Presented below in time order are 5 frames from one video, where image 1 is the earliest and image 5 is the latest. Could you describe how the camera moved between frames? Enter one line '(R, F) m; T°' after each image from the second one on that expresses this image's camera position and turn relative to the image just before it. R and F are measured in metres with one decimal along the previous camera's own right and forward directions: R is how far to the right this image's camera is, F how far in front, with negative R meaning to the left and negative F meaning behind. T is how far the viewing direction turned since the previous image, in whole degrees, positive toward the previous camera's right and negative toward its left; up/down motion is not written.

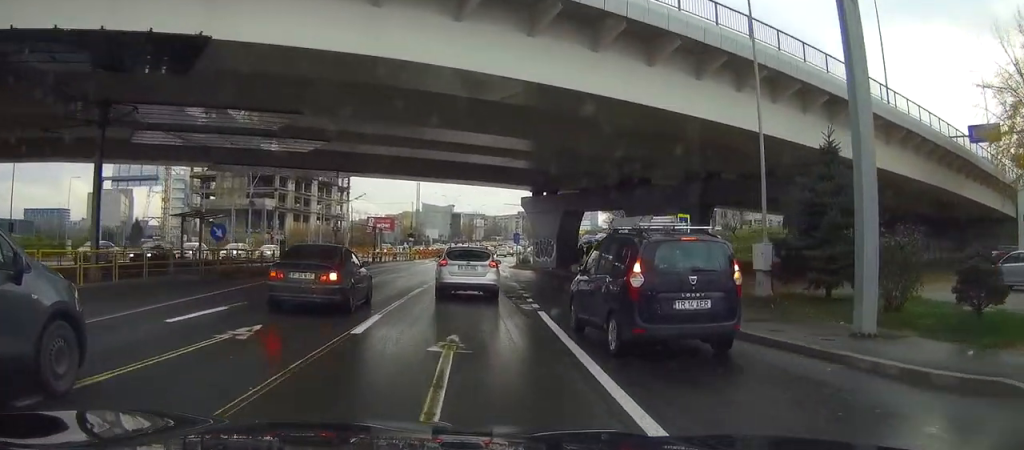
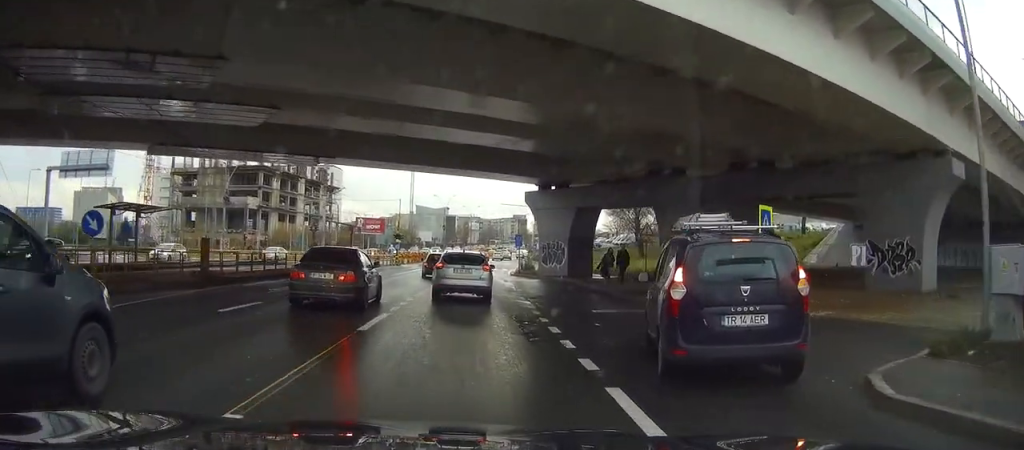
(0.0, +9.4) m; -1°
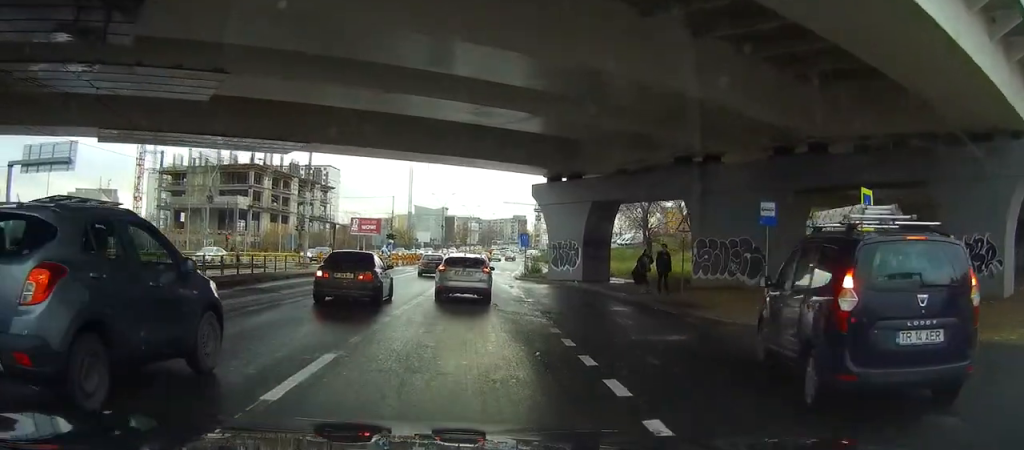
(-0.2, +6.2) m; +1°
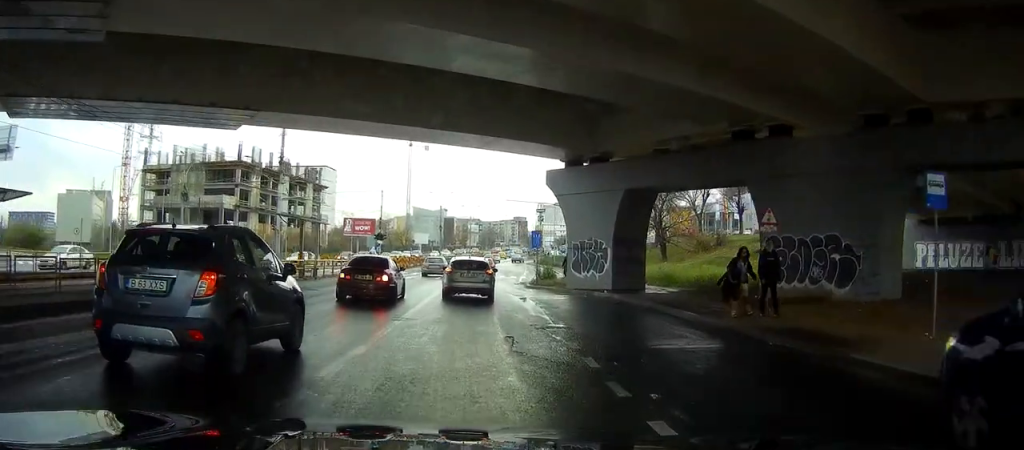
(+0.3, +8.5) m; +3°
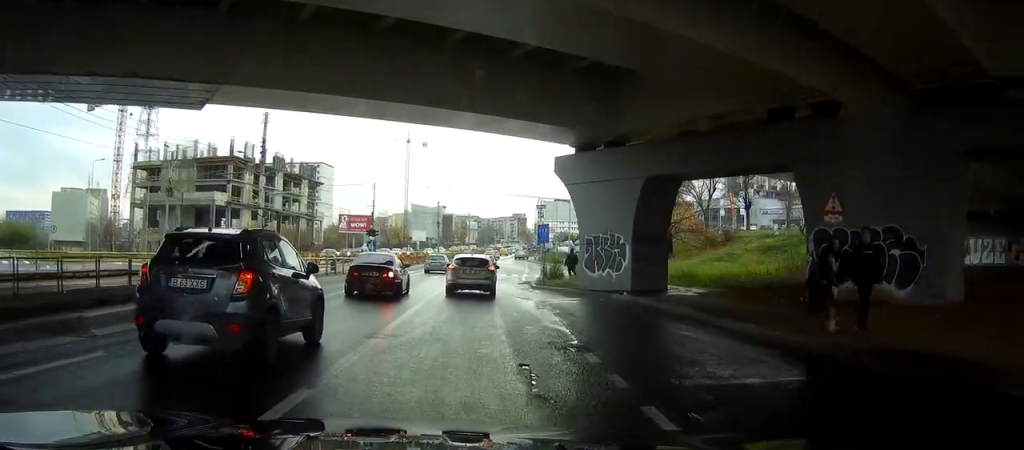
(0.0, +3.8) m; +1°
